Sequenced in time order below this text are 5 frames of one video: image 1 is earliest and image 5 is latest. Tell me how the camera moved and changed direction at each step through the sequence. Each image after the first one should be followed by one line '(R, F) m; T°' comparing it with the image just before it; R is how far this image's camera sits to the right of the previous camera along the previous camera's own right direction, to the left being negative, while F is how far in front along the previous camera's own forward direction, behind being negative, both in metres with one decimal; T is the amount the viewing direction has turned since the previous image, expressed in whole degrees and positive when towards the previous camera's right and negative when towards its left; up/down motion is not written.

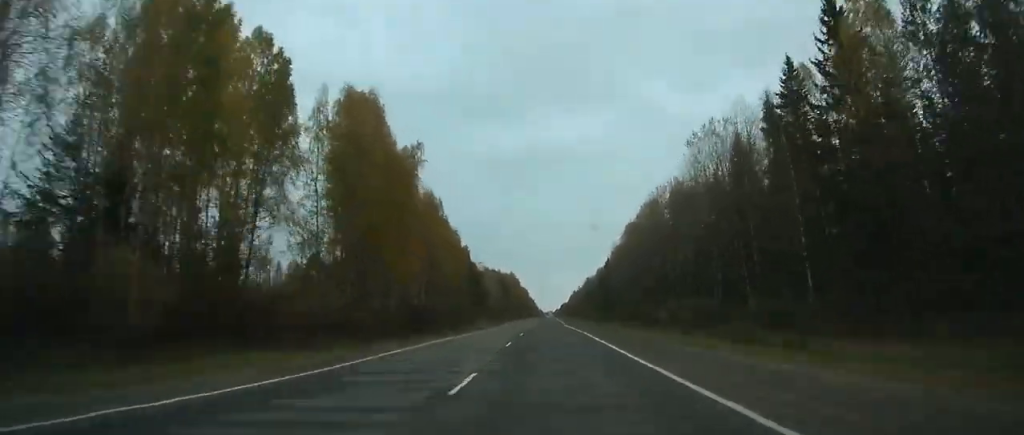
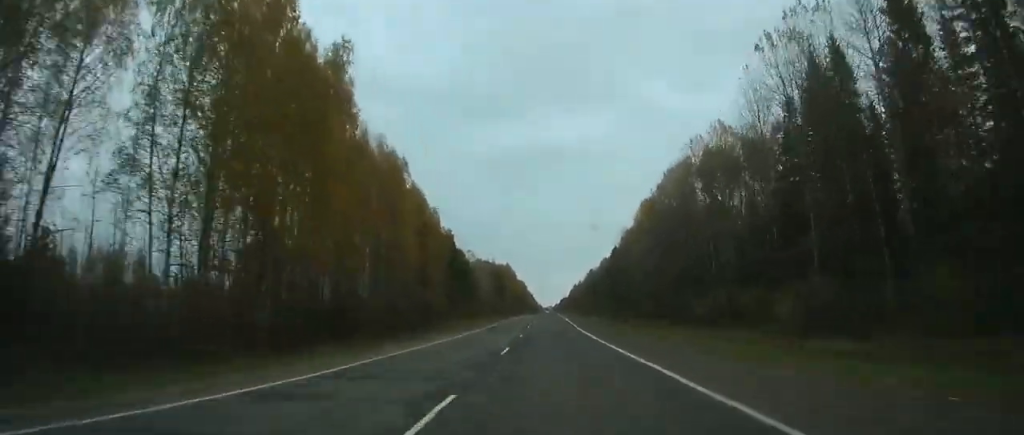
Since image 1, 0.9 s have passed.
(+0.1, +26.2) m; 0°
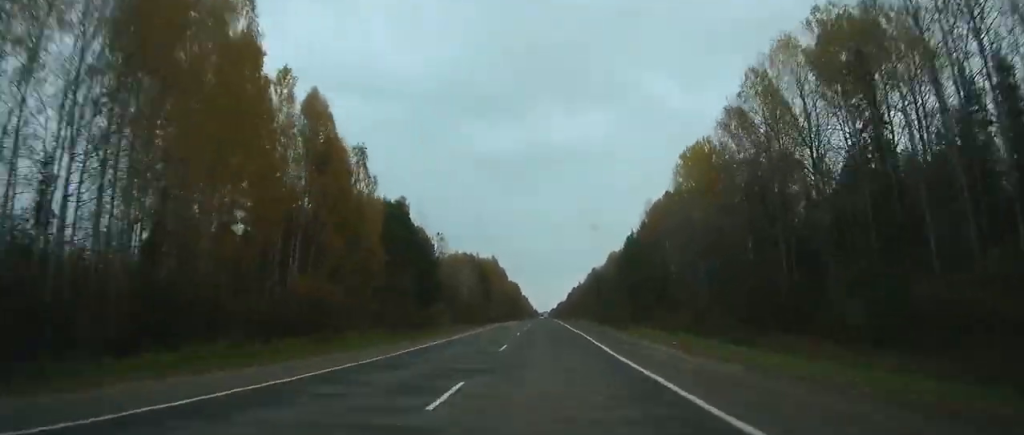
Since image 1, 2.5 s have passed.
(+0.1, +46.4) m; 0°
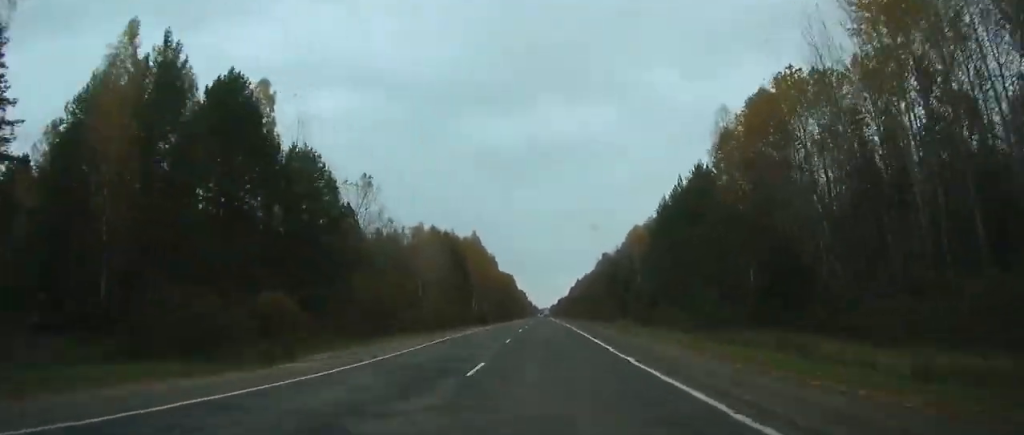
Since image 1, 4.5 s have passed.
(+0.1, +58.6) m; 0°
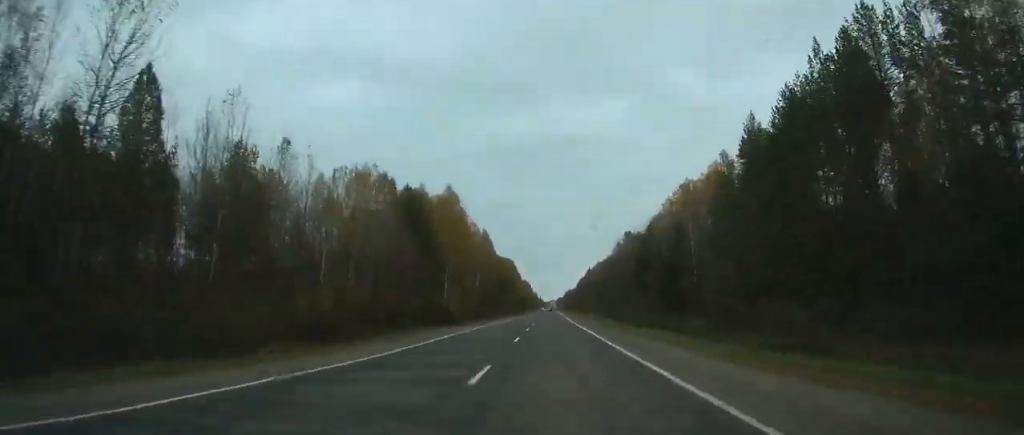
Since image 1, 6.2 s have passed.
(0.0, +51.2) m; 0°
